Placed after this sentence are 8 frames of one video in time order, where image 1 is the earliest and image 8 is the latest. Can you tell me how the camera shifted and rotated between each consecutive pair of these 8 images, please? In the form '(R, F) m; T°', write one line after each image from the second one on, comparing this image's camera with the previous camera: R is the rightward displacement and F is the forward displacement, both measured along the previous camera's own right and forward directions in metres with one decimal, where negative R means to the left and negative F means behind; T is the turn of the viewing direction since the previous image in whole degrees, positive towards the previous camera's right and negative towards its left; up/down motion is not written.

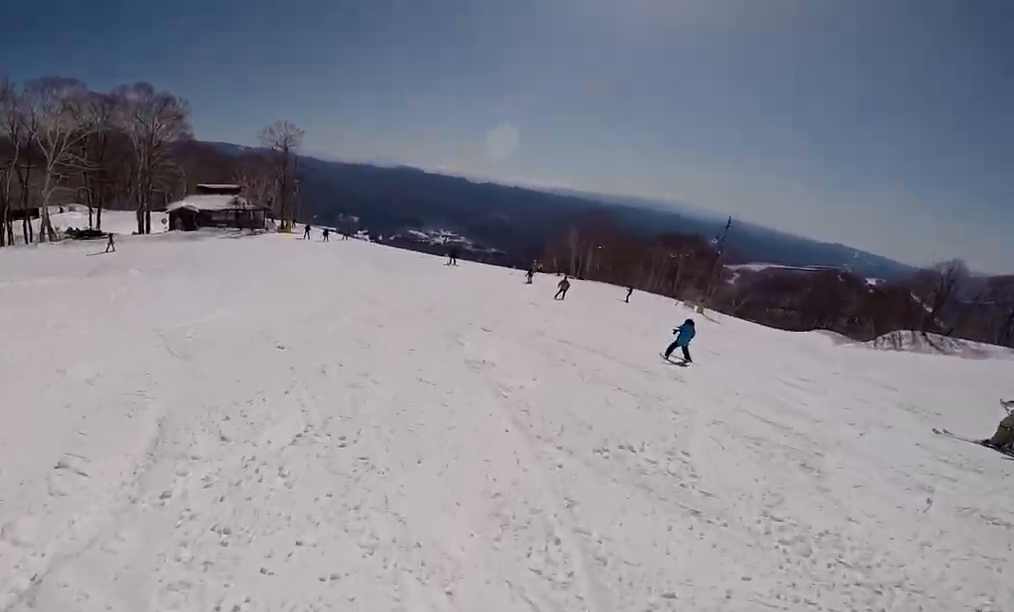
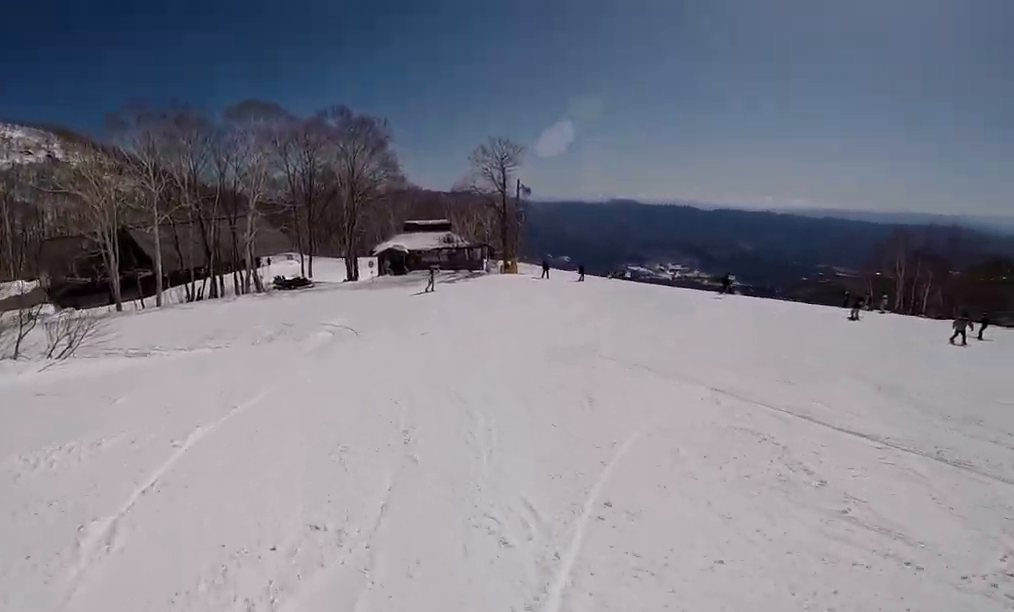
(-1.6, +10.6) m; -1°
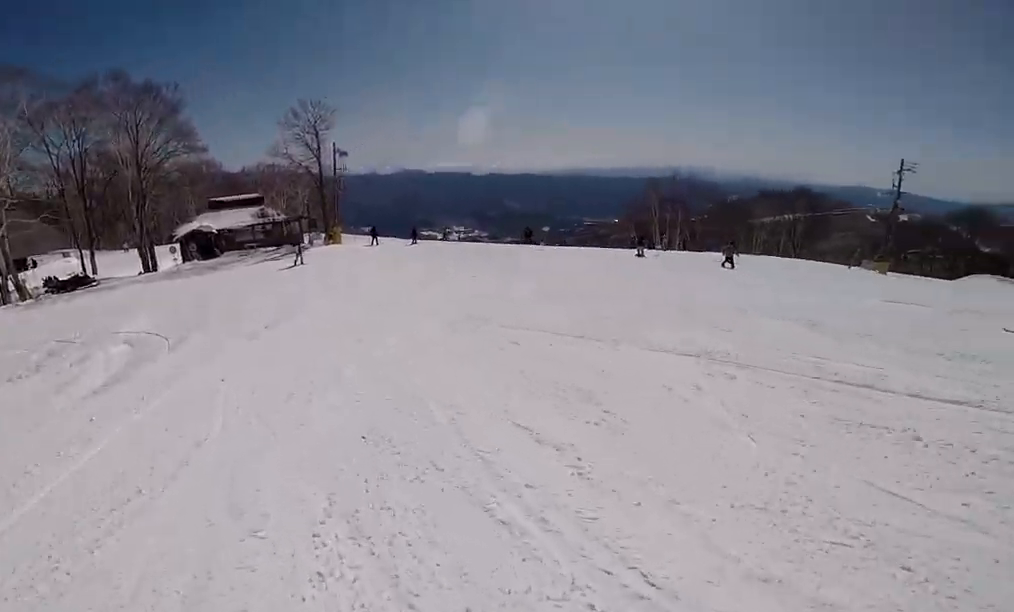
(+0.3, +4.3) m; +14°
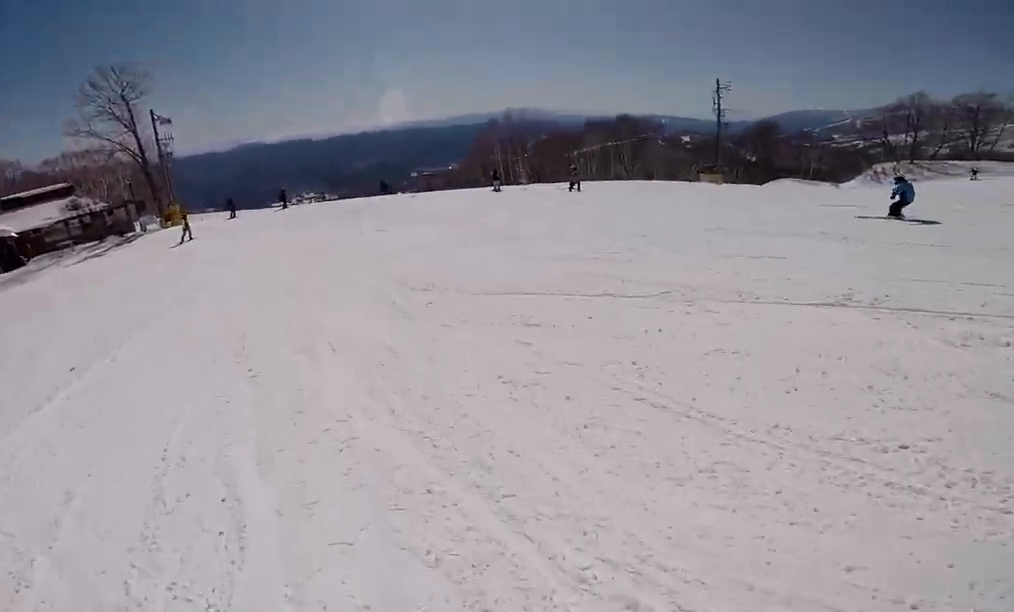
(+0.8, +4.3) m; +6°
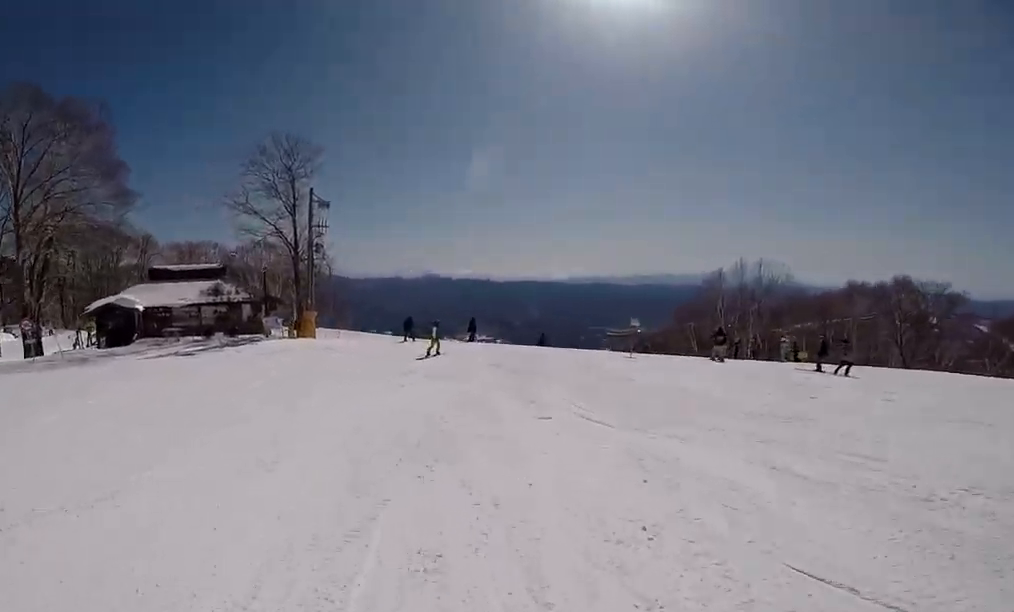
(0.0, +8.3) m; -16°
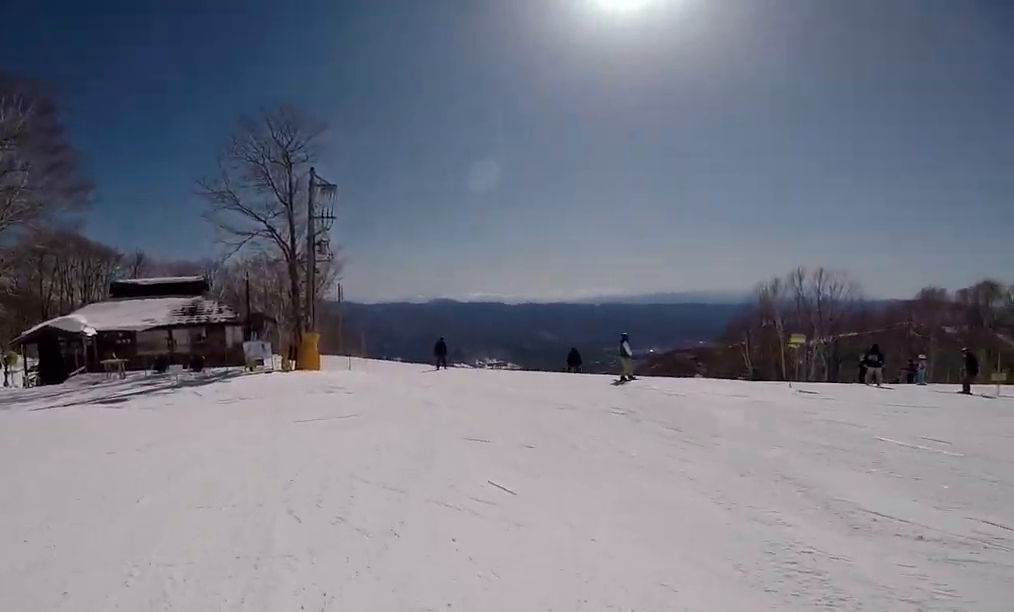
(-1.4, +5.9) m; +4°
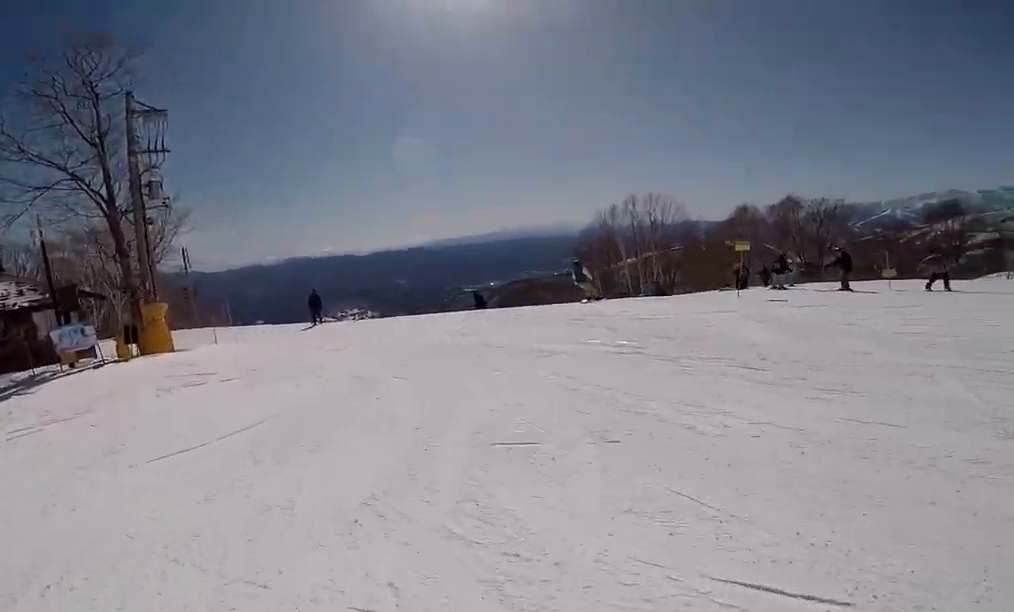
(+1.2, +3.5) m; +14°
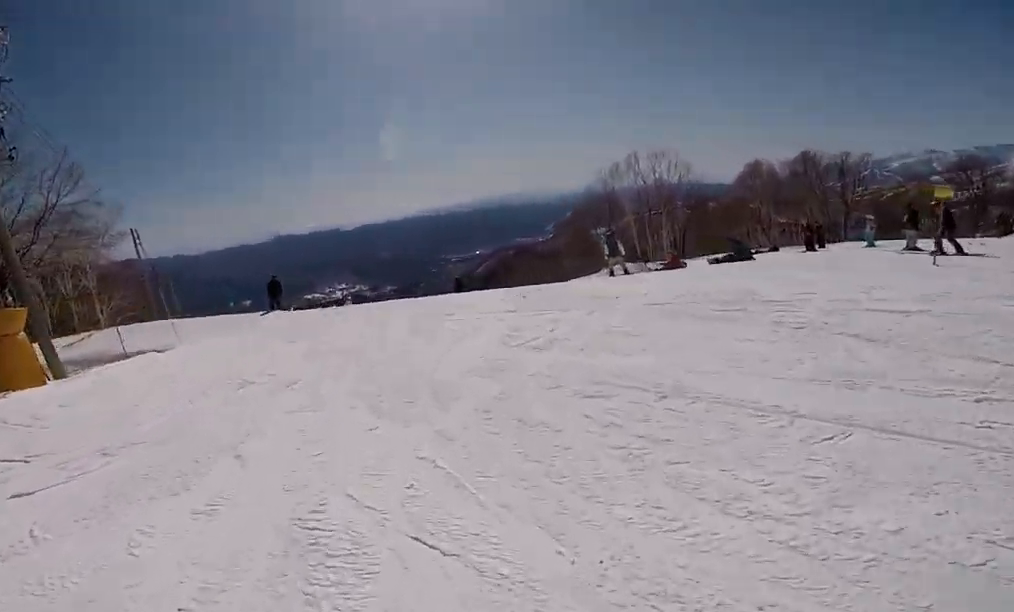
(+0.9, +5.4) m; +8°
